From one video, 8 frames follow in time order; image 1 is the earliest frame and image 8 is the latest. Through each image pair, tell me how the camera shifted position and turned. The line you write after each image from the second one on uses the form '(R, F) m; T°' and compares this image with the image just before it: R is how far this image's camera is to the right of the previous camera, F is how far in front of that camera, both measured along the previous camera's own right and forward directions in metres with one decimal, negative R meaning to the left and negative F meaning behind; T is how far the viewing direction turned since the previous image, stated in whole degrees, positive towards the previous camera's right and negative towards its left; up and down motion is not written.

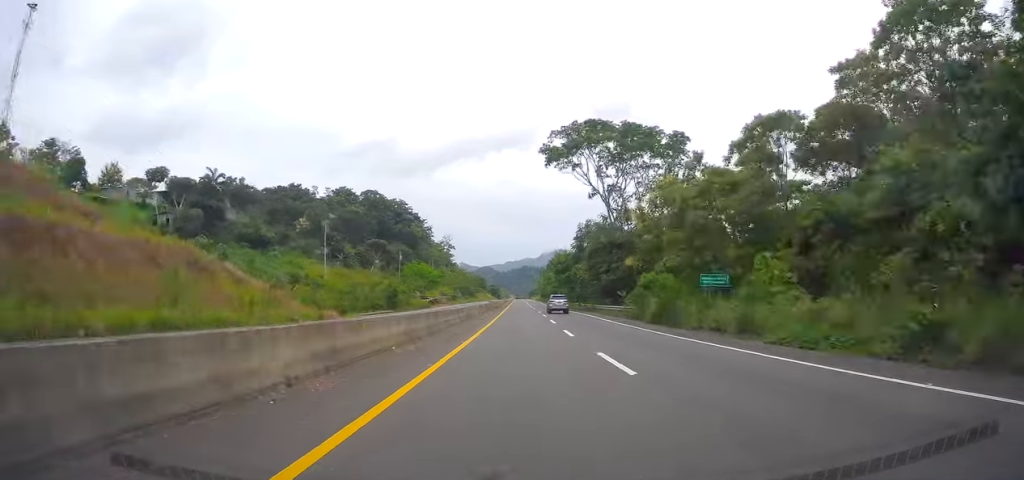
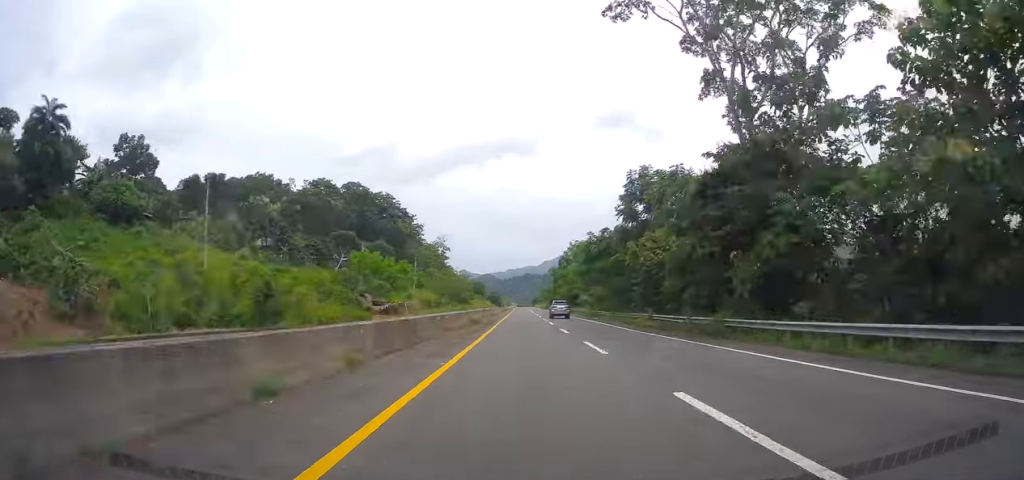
(+0.6, +41.9) m; +1°
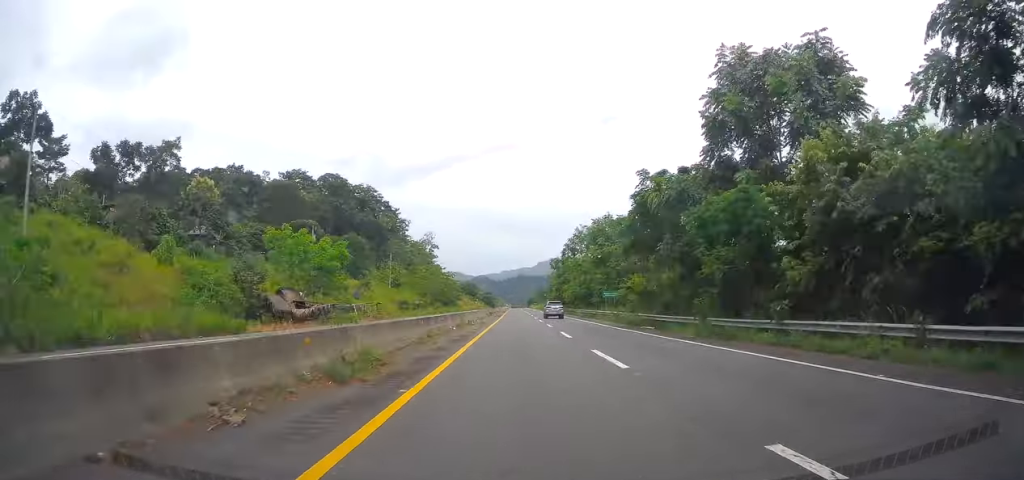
(-0.2, +27.3) m; 0°
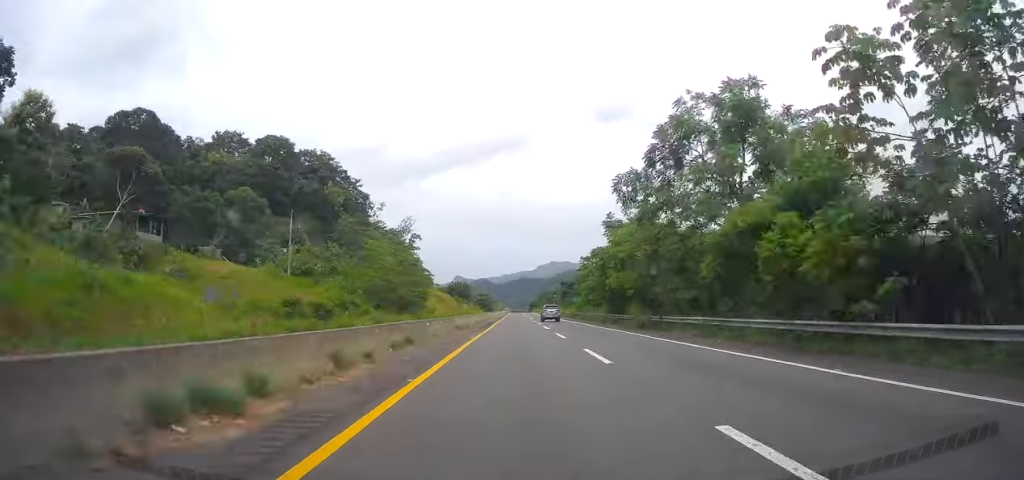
(+0.6, +70.7) m; 0°
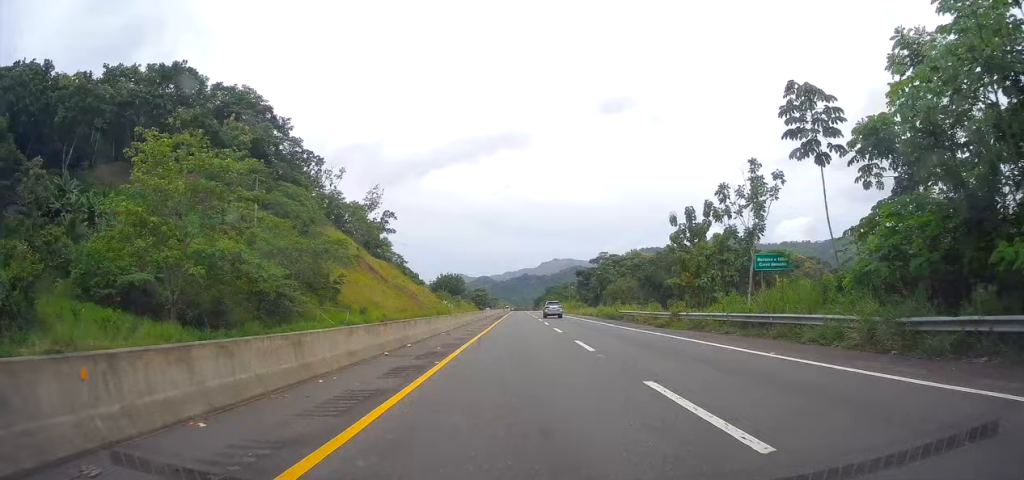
(-0.8, +68.9) m; 0°
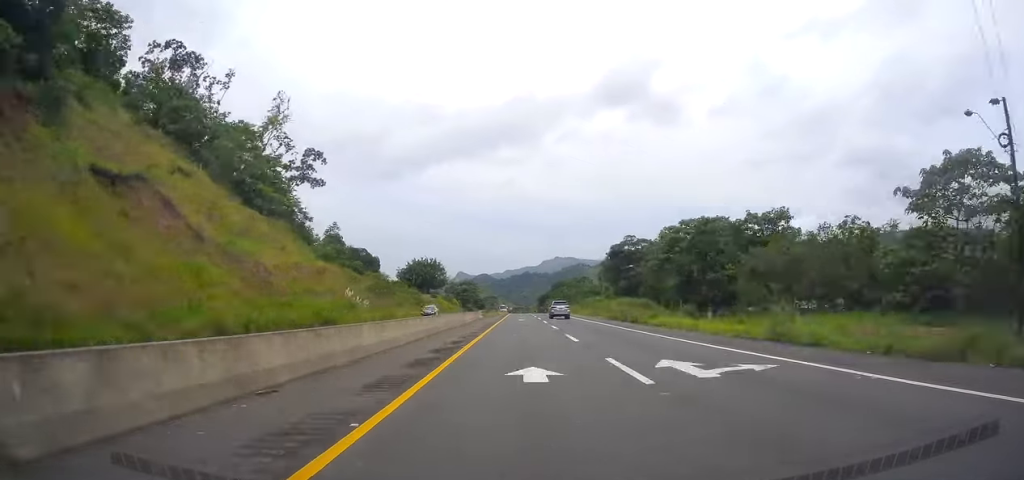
(+0.3, +91.5) m; 0°
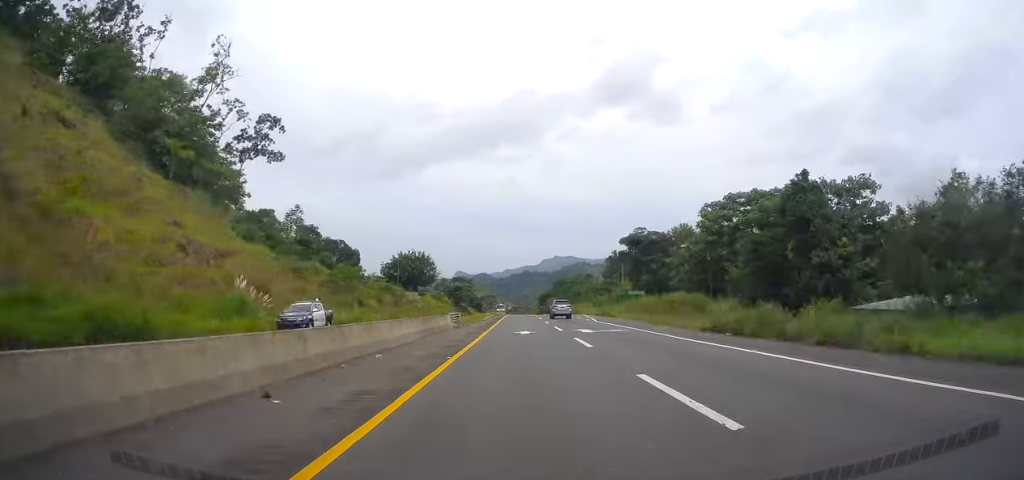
(0.0, +28.5) m; 0°
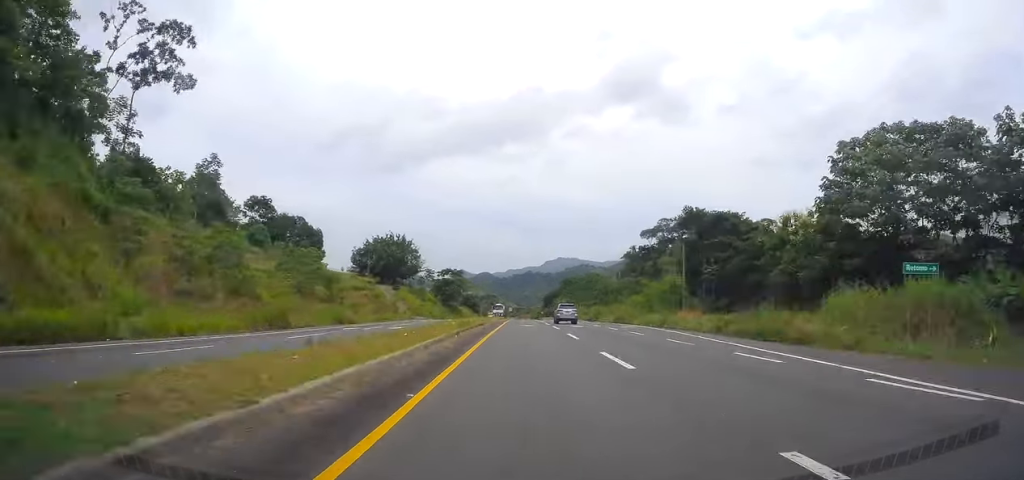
(-0.2, +42.0) m; 0°
